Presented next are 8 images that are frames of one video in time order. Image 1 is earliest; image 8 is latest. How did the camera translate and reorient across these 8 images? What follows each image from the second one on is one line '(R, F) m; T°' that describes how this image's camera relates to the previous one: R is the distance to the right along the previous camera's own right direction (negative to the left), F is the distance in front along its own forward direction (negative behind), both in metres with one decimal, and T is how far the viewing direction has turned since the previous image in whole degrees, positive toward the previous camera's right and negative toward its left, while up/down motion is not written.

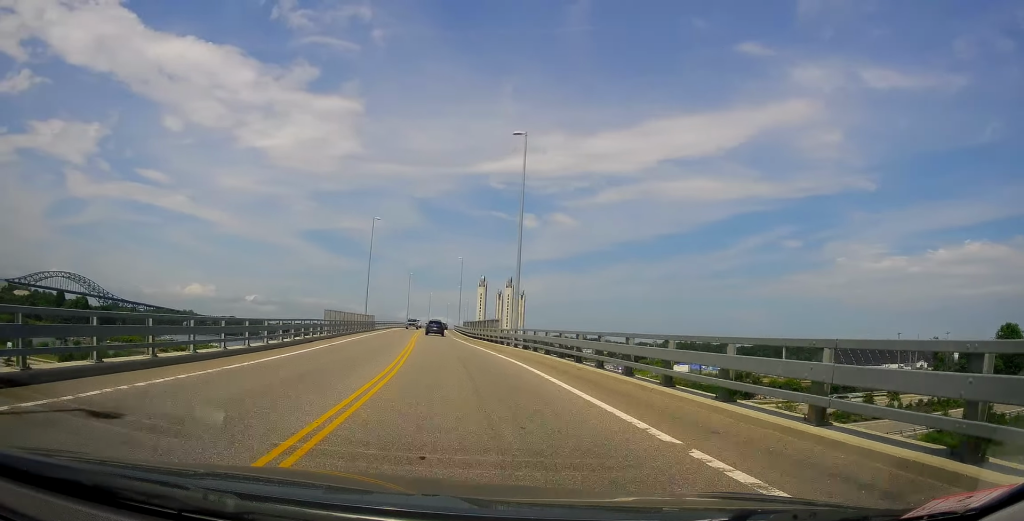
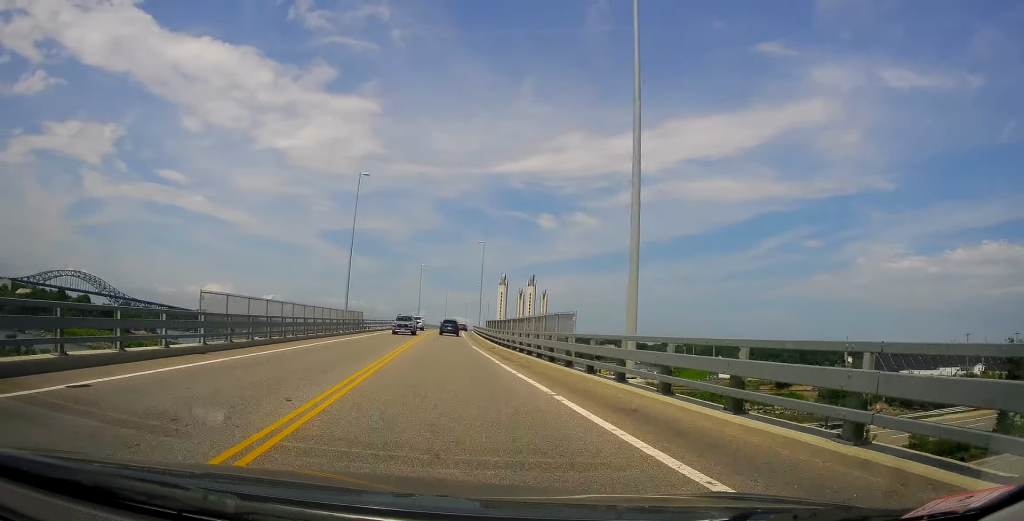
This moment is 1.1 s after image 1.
(-0.4, +20.0) m; -2°
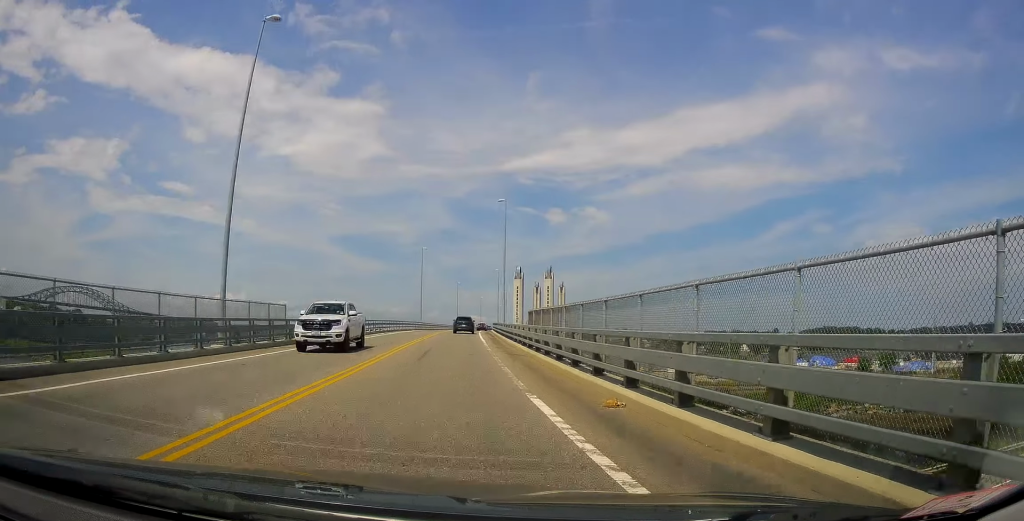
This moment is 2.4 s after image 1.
(-0.7, +25.9) m; -3°
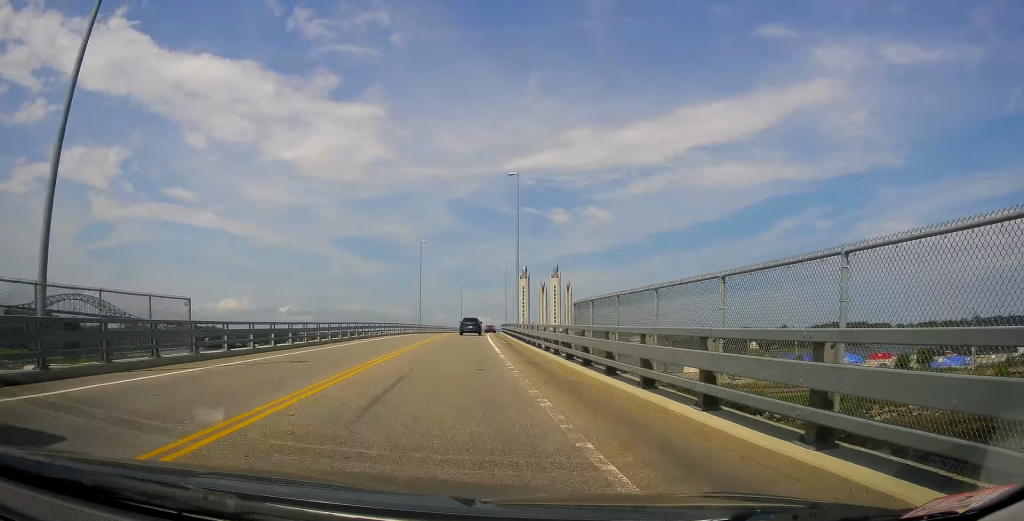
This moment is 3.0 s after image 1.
(-0.1, +10.1) m; 0°
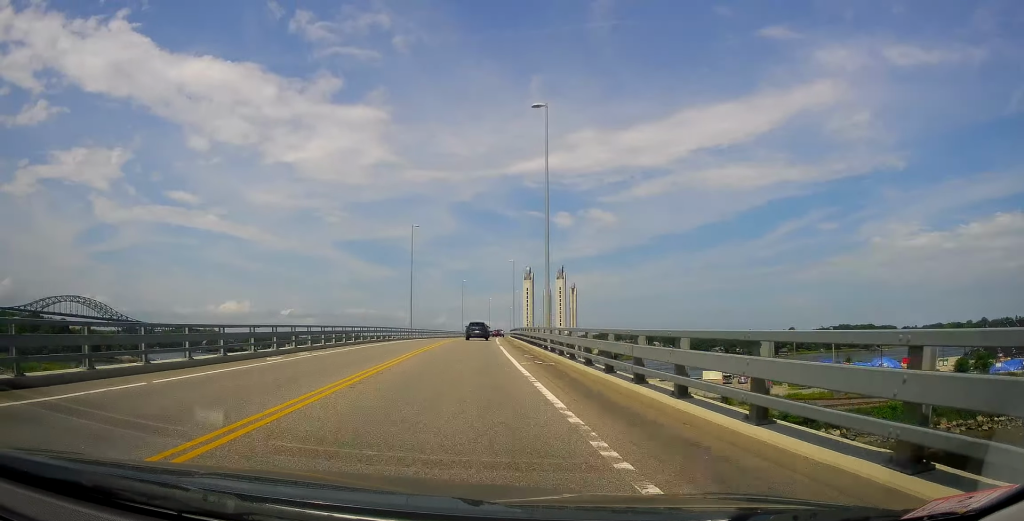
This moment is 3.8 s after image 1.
(0.0, +15.5) m; -1°
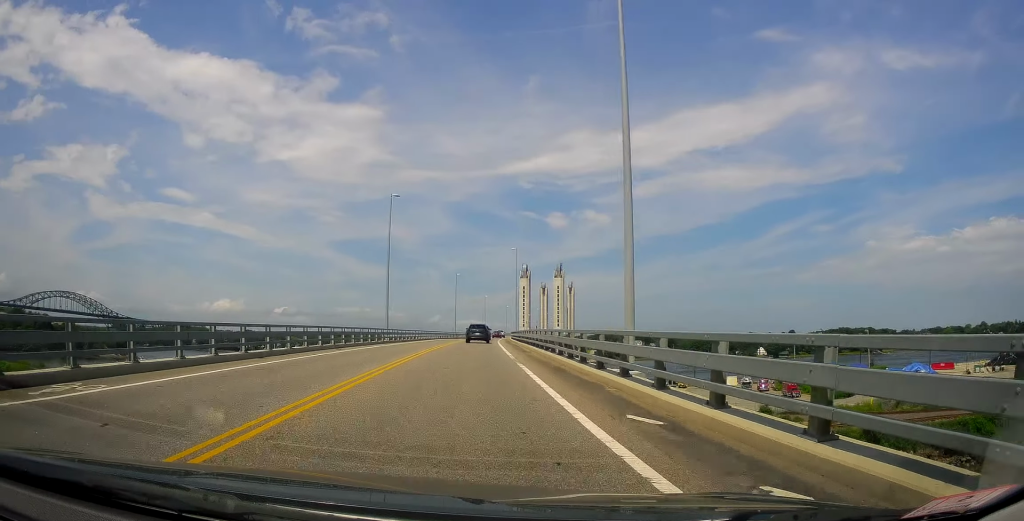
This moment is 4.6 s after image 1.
(-0.1, +15.5) m; 0°
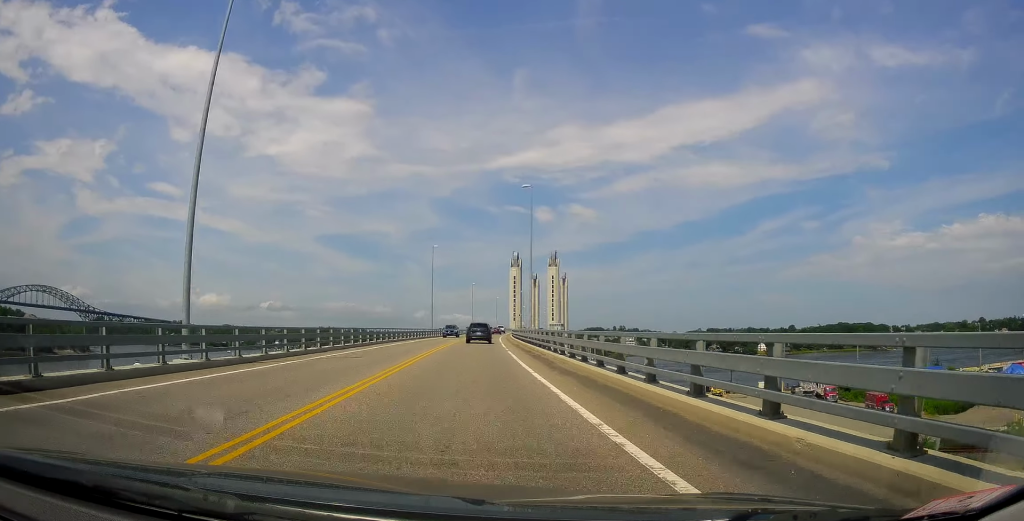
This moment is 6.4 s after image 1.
(+0.1, +34.9) m; 0°
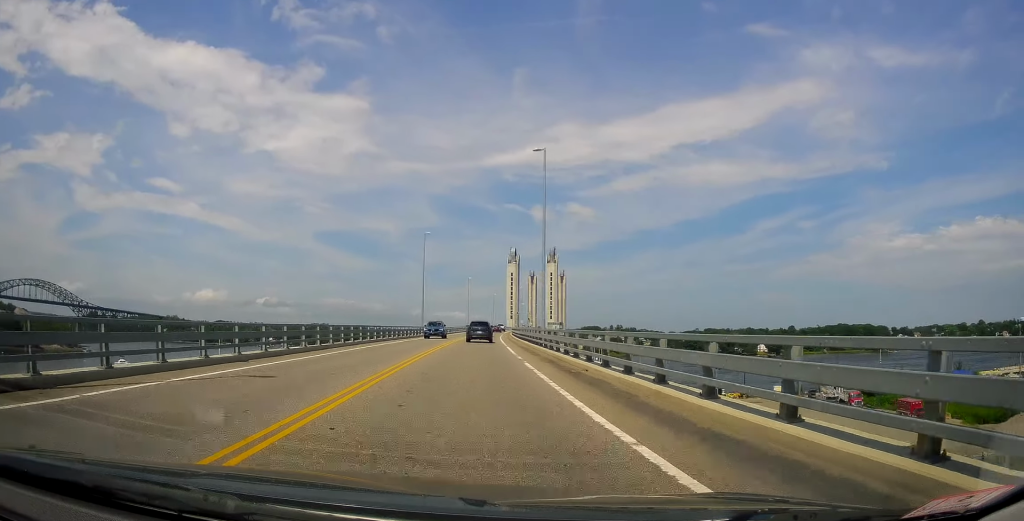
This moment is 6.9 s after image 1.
(-0.2, +9.7) m; 0°
